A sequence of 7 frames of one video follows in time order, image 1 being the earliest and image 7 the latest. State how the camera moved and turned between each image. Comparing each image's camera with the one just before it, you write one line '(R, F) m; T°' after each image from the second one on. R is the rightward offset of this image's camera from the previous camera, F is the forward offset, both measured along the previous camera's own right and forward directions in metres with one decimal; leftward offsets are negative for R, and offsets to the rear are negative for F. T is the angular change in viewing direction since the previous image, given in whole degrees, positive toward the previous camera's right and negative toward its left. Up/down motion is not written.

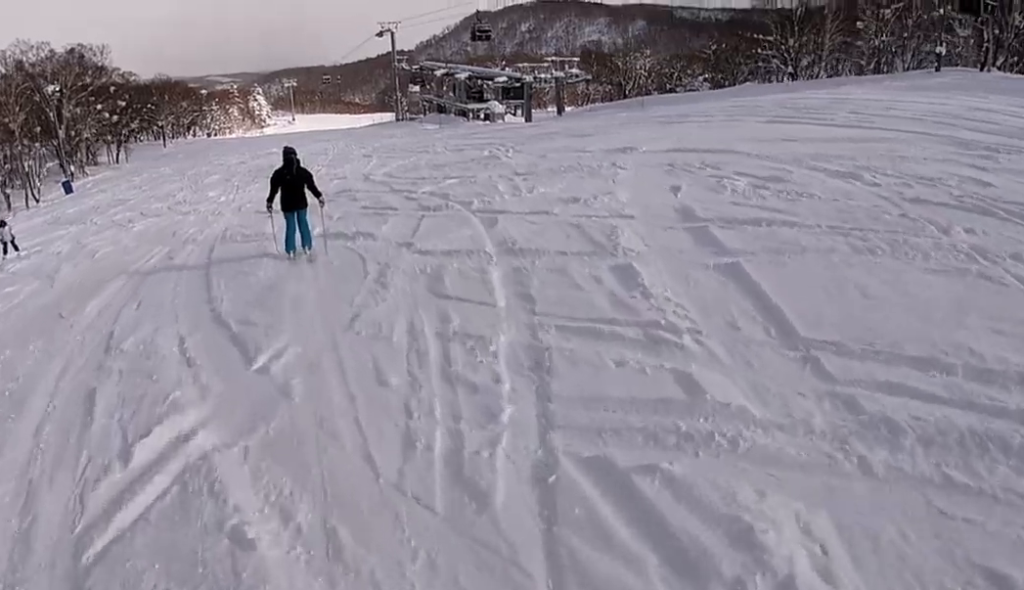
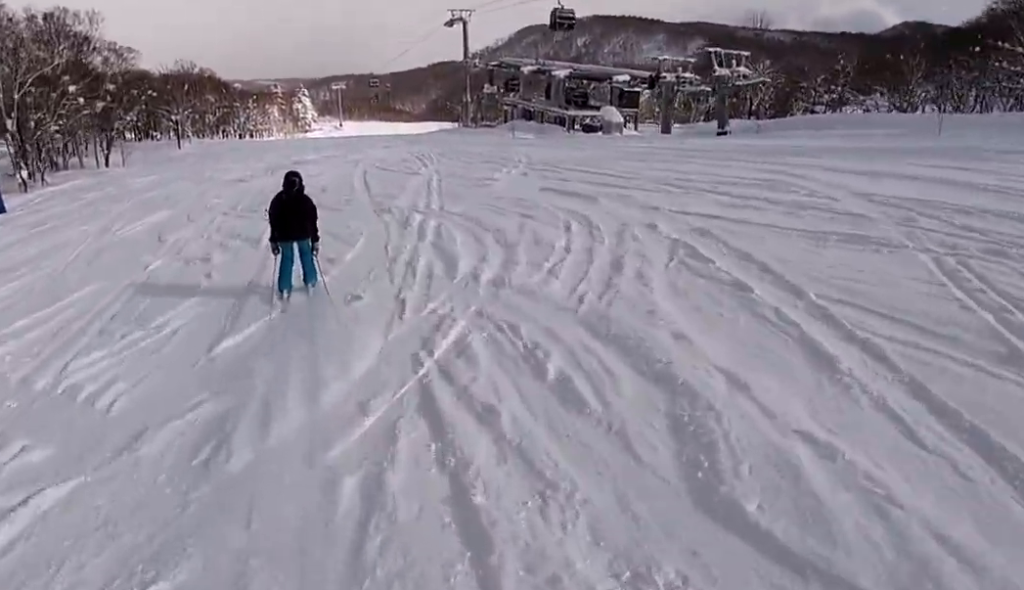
(-1.4, +25.6) m; -3°
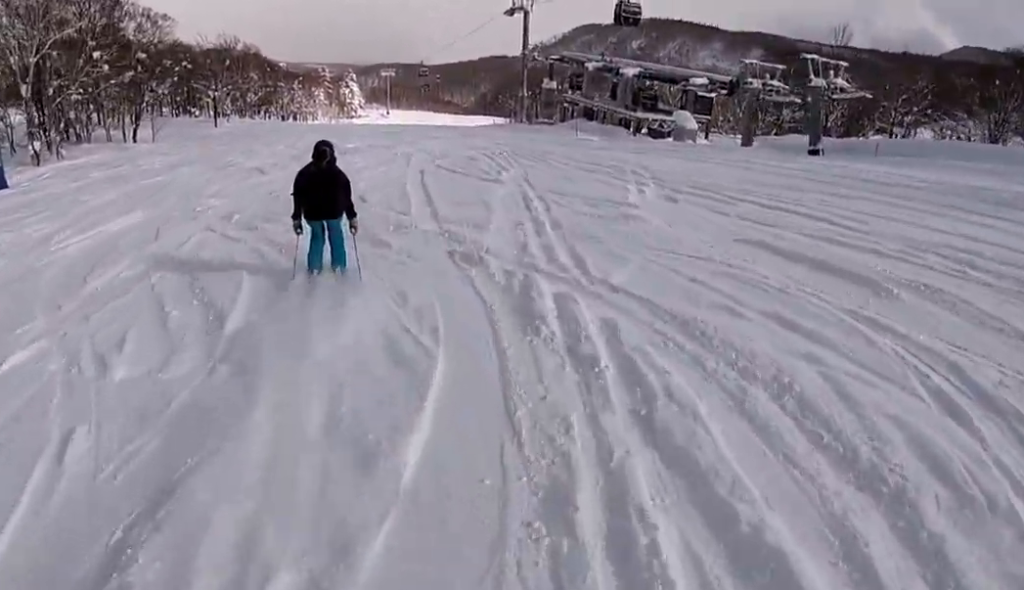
(+0.6, +5.9) m; 0°
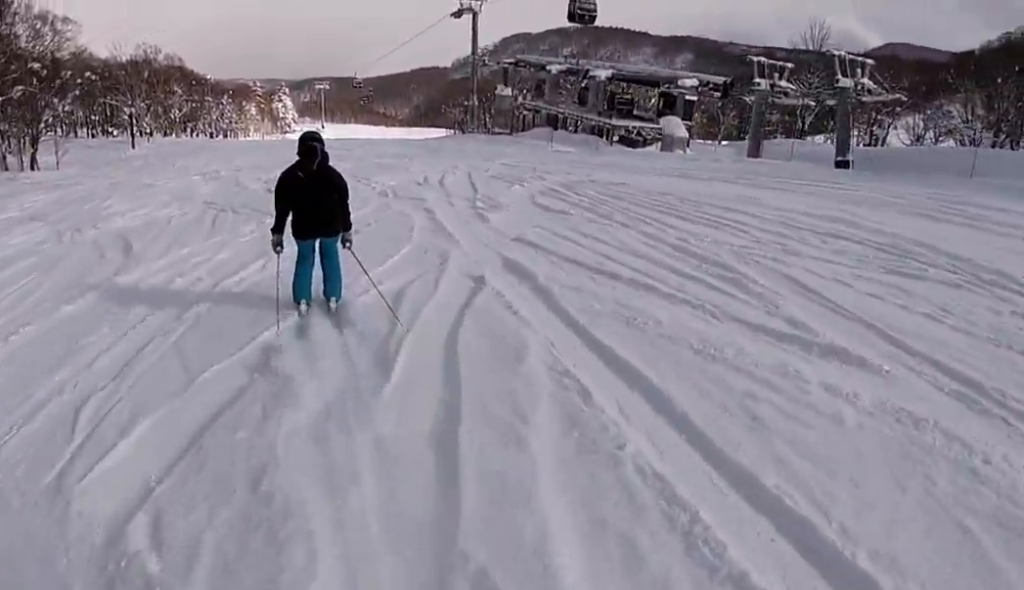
(-1.2, +10.6) m; -1°
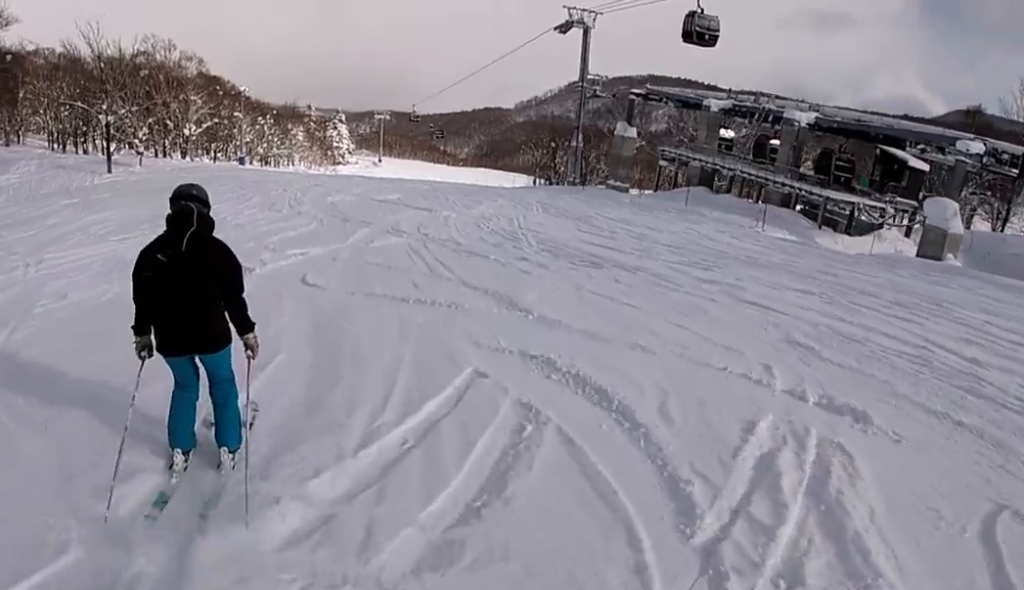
(+2.7, +26.1) m; +5°
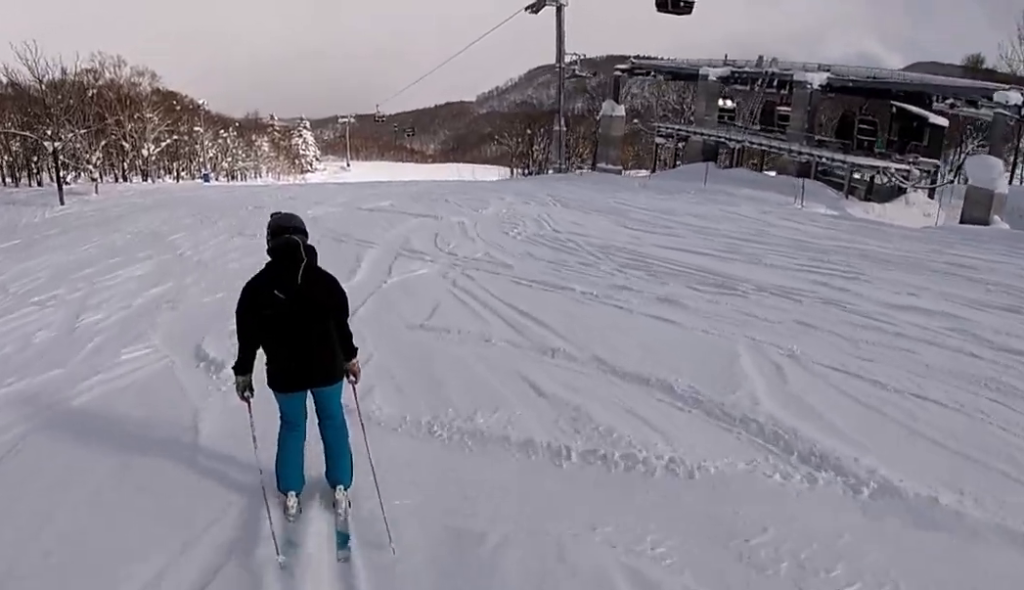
(+0.1, +5.0) m; -4°
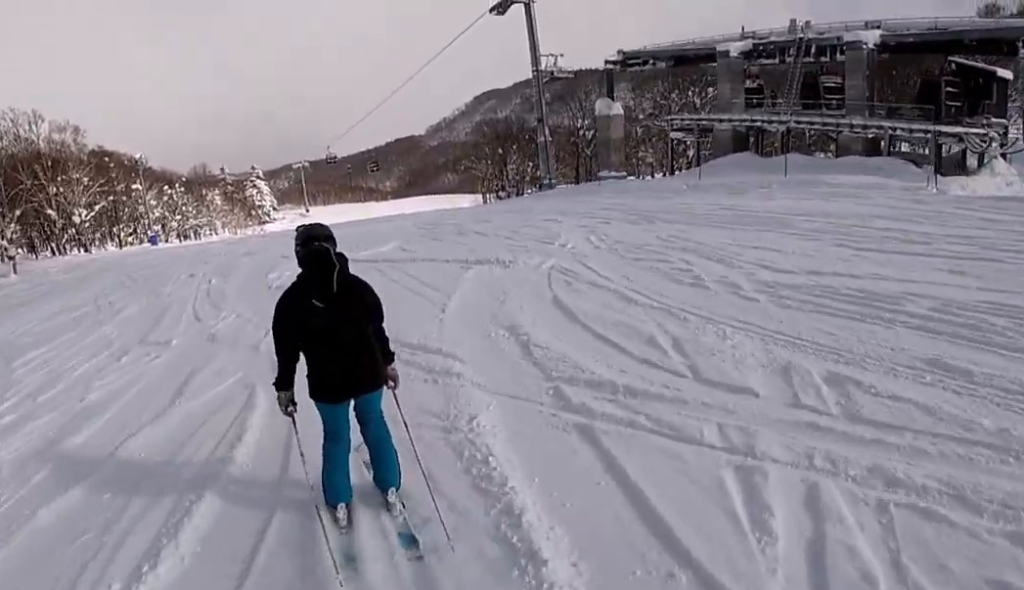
(-1.0, +10.1) m; -3°
